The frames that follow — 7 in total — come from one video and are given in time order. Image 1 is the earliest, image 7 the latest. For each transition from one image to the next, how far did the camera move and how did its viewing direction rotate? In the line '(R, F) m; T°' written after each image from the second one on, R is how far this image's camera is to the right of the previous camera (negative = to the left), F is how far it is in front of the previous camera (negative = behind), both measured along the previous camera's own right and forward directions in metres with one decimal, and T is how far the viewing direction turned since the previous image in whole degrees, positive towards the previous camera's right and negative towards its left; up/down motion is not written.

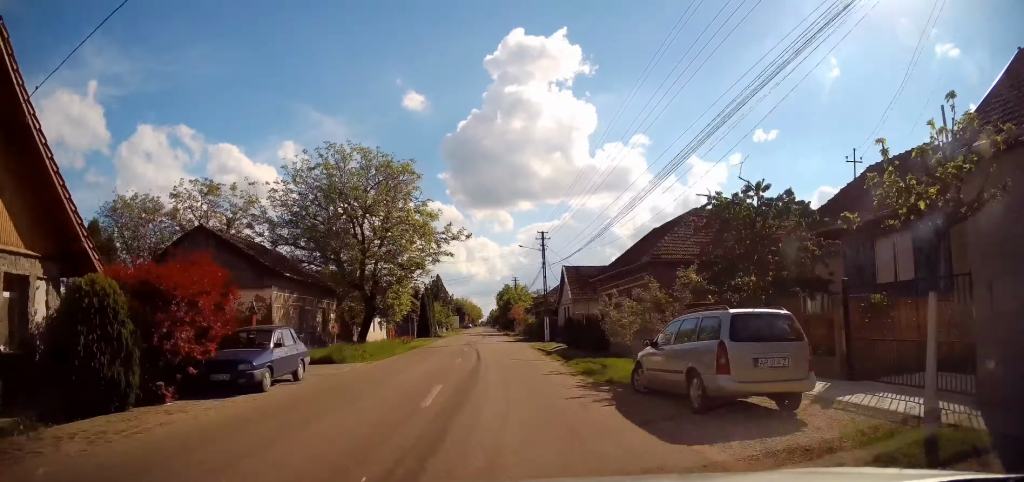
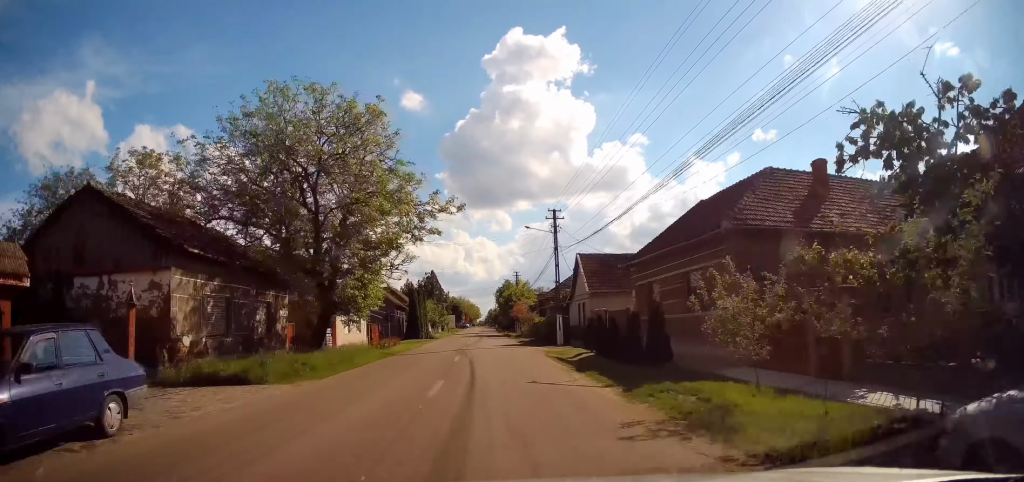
(0.0, +8.0) m; 0°
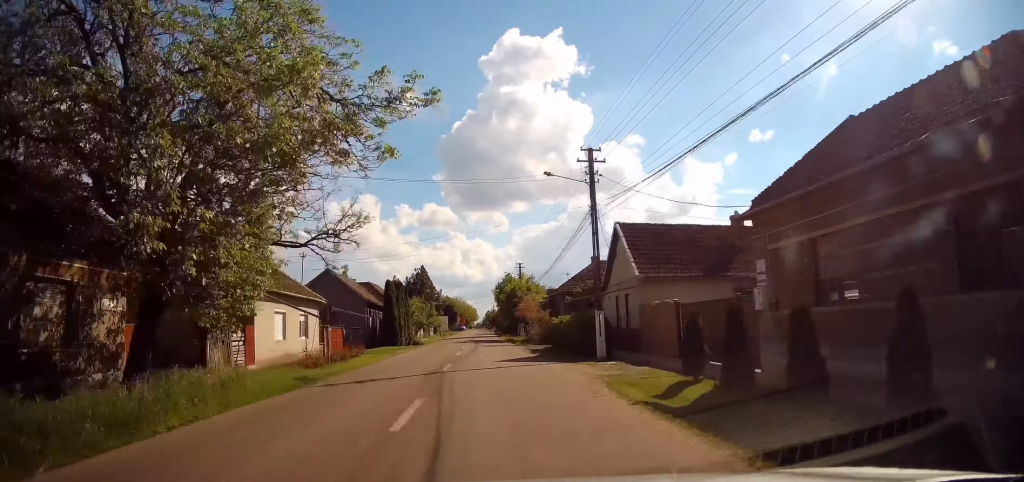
(+0.1, +12.4) m; +1°
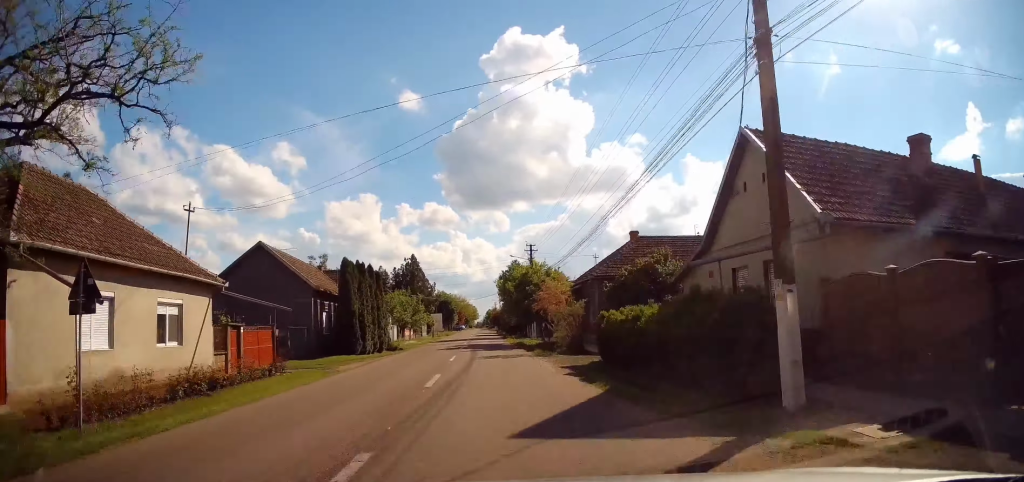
(+0.2, +13.2) m; -1°
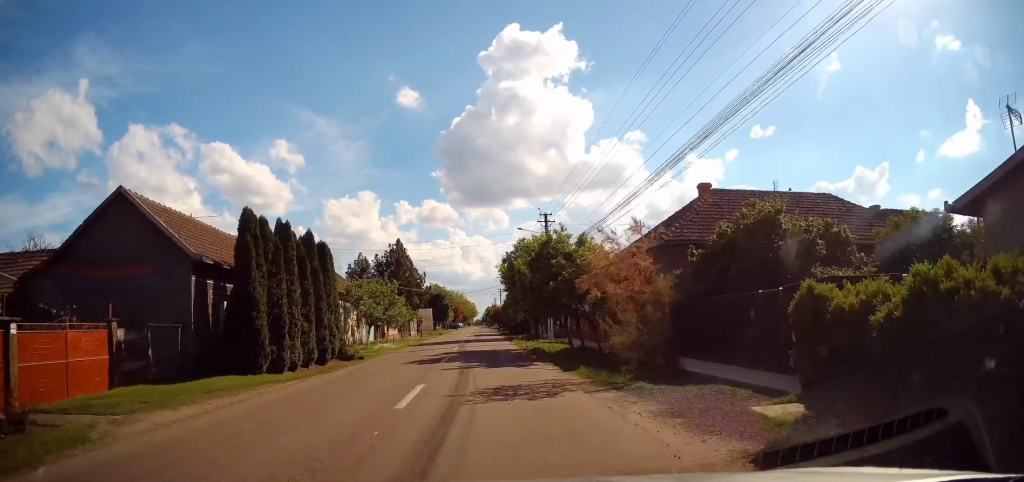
(-0.2, +12.0) m; -1°
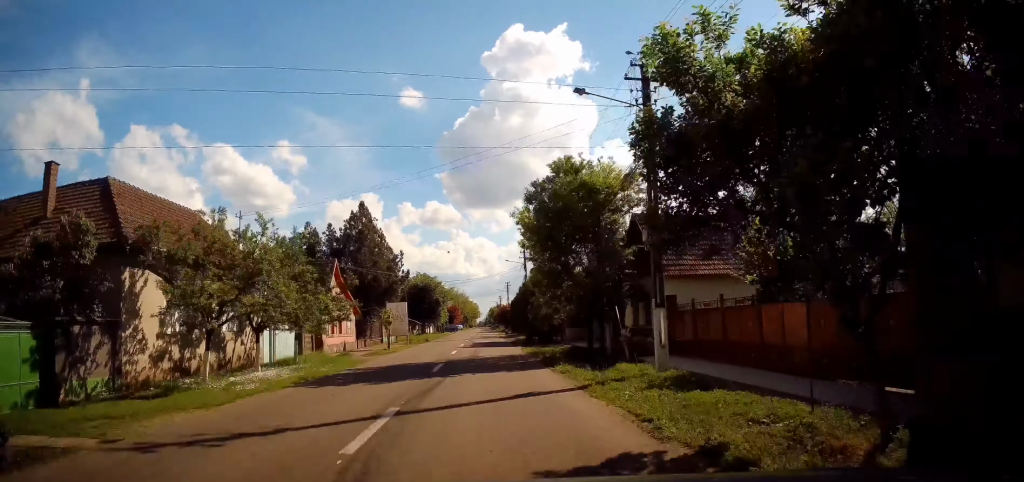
(+0.4, +20.6) m; +1°
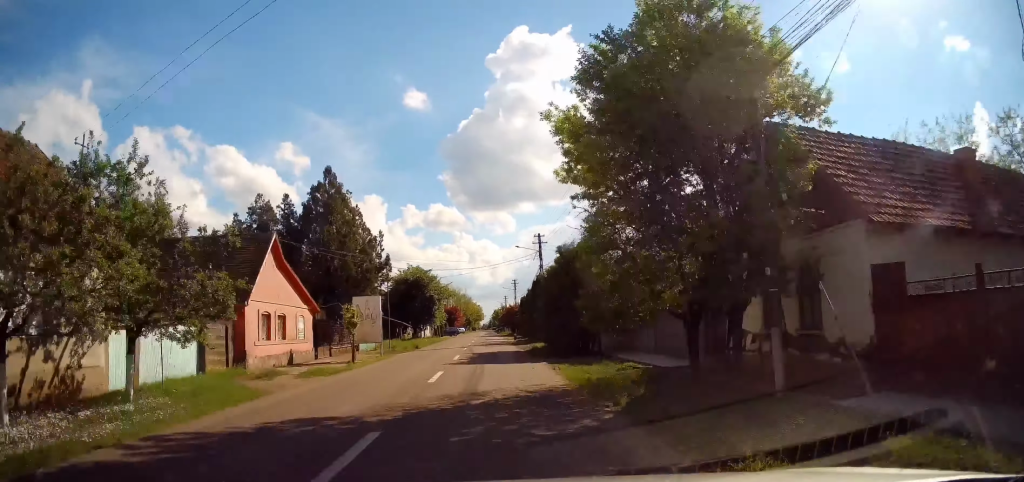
(-0.3, +10.6) m; -1°
